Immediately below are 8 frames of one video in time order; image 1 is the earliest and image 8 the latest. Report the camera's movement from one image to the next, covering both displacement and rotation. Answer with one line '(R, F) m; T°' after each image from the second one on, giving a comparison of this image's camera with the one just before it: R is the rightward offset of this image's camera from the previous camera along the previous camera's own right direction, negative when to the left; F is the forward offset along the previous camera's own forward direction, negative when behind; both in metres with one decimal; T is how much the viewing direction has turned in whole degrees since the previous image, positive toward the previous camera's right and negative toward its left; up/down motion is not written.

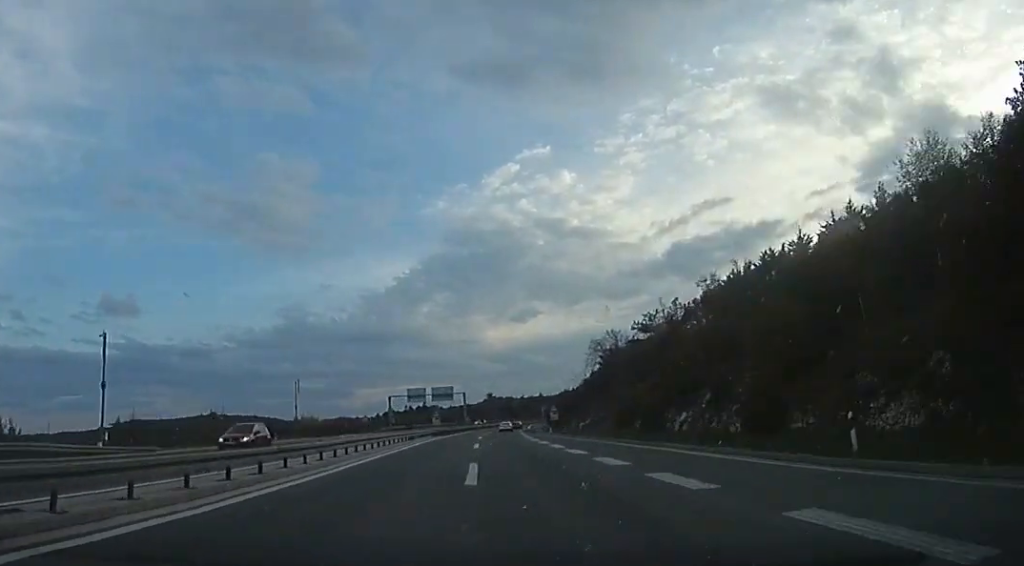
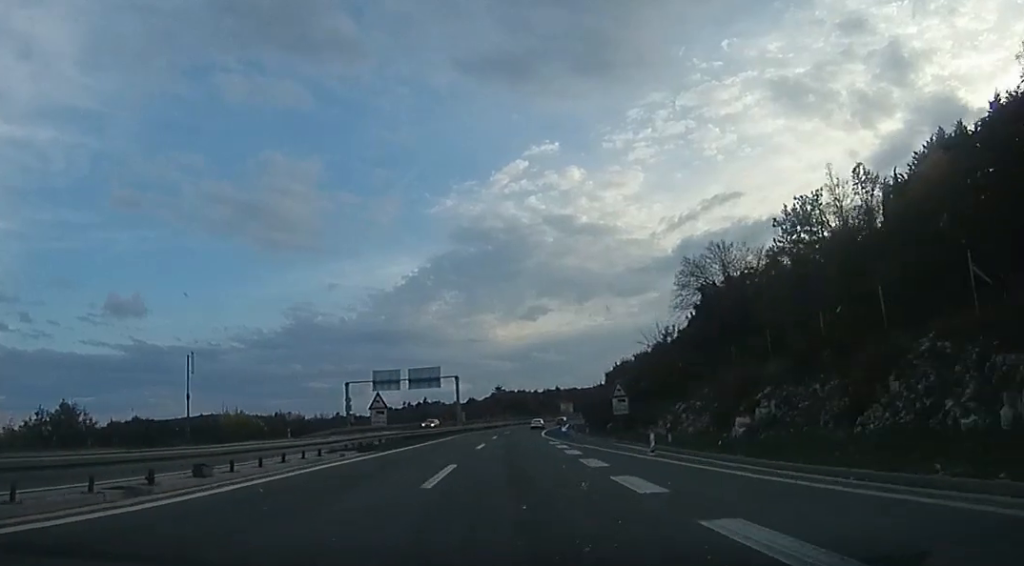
(-1.0, +36.0) m; 0°
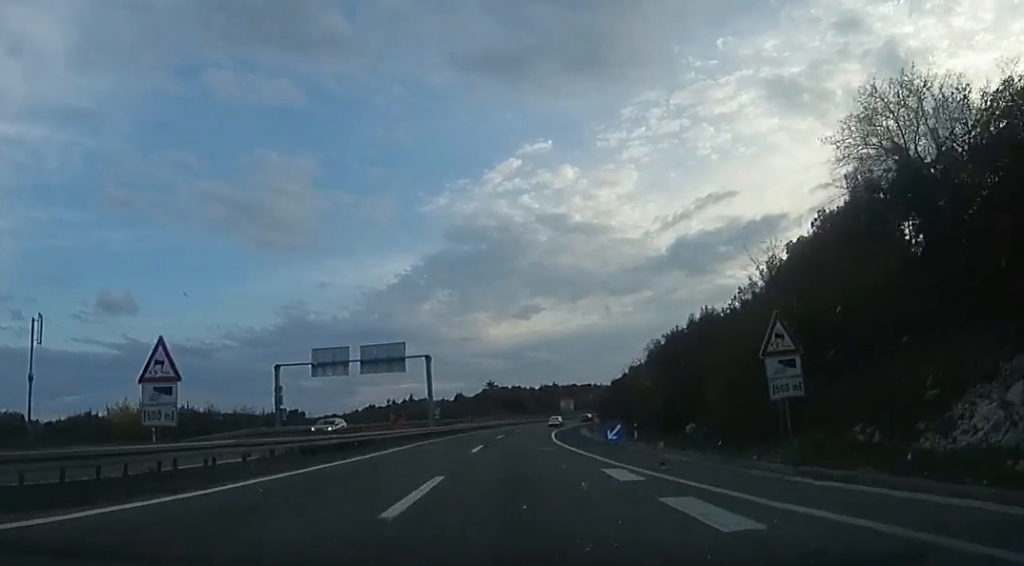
(+0.6, +21.7) m; +2°
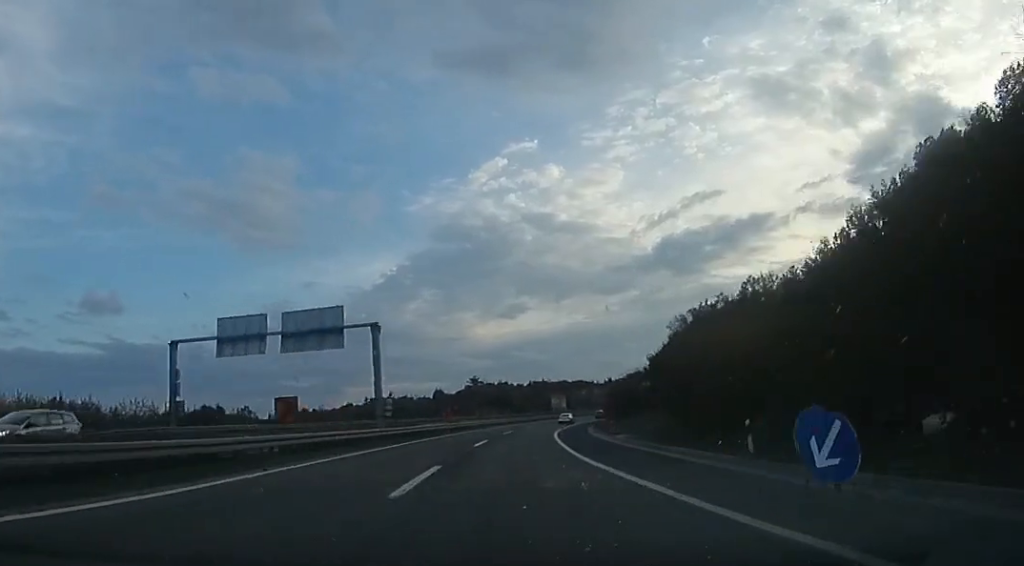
(+0.1, +15.8) m; +1°
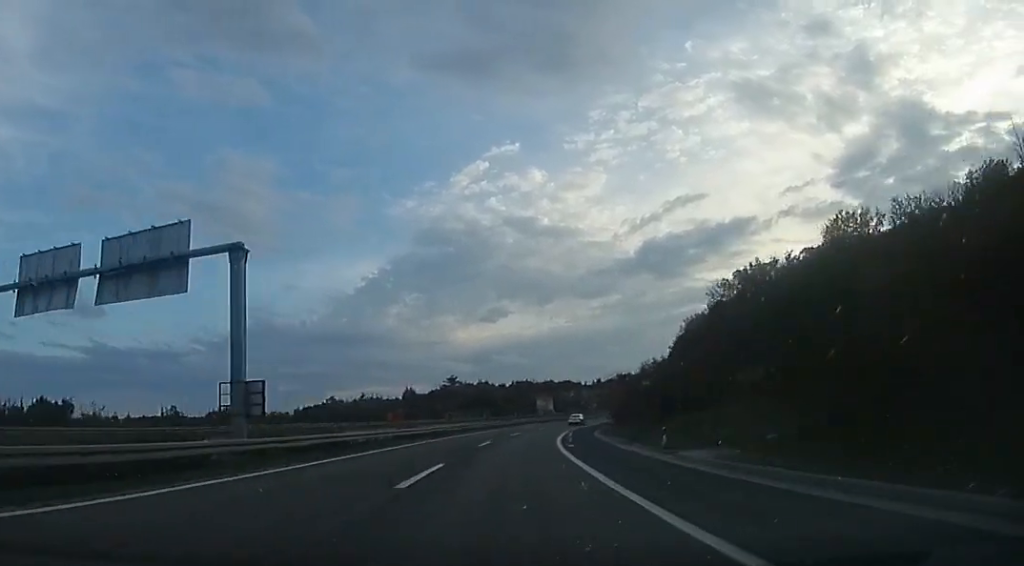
(-0.2, +16.3) m; +1°
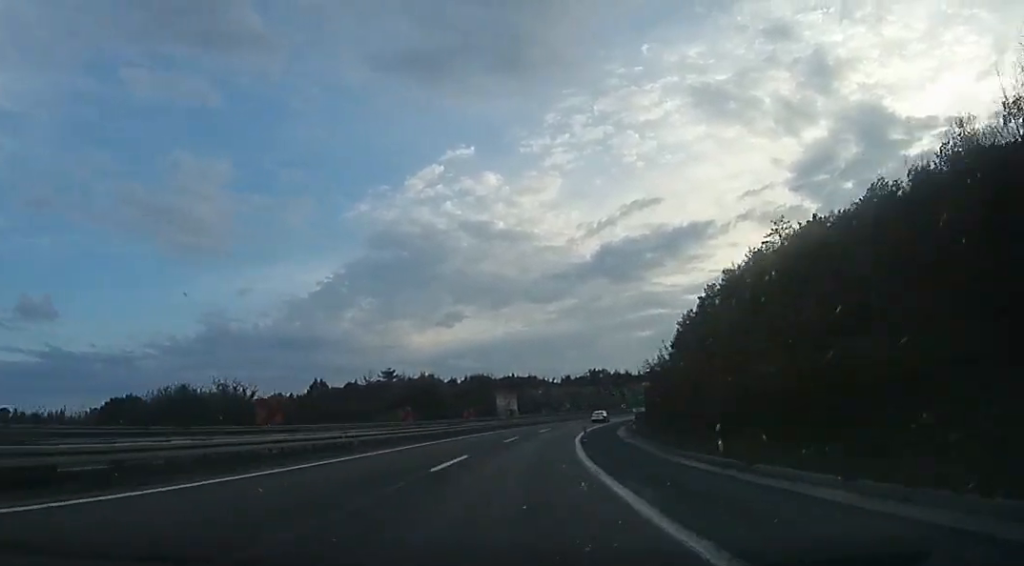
(+1.5, +32.0) m; +5°
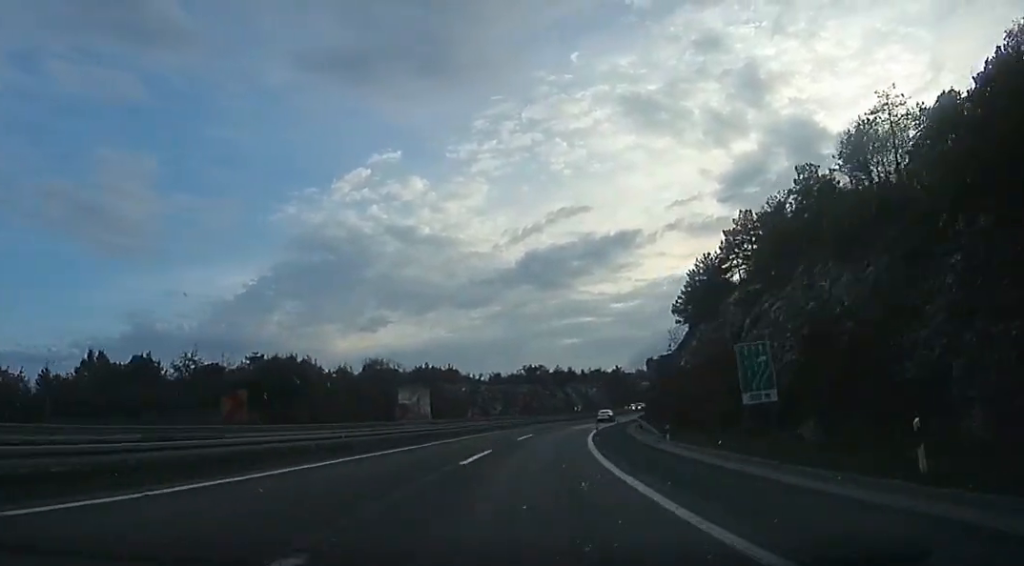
(+1.6, +33.9) m; +6°
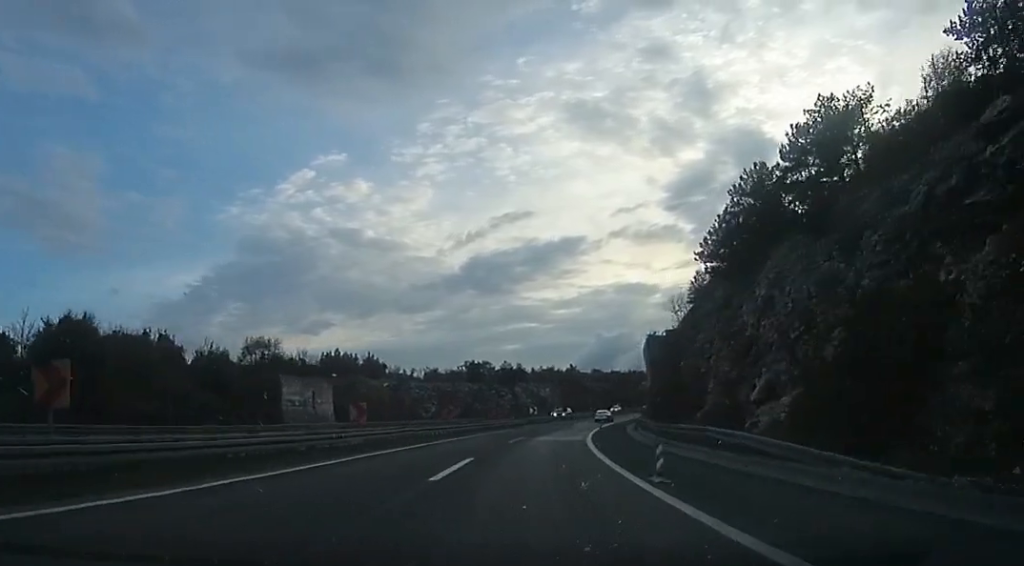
(+0.4, +21.9) m; +6°
